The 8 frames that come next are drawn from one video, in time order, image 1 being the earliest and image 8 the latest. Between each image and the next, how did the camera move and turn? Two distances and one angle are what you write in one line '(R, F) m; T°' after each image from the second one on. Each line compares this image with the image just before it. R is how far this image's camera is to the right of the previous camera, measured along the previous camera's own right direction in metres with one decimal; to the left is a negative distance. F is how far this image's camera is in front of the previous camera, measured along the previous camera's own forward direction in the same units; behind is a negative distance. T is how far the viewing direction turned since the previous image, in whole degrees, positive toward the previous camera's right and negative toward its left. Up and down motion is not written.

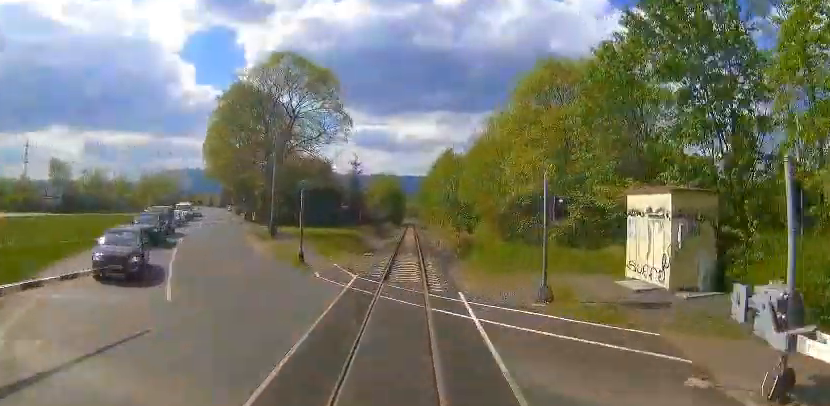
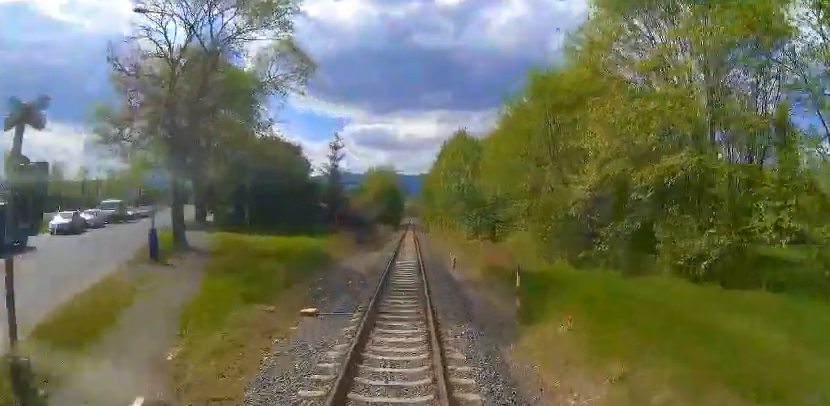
(-0.5, +15.8) m; -2°
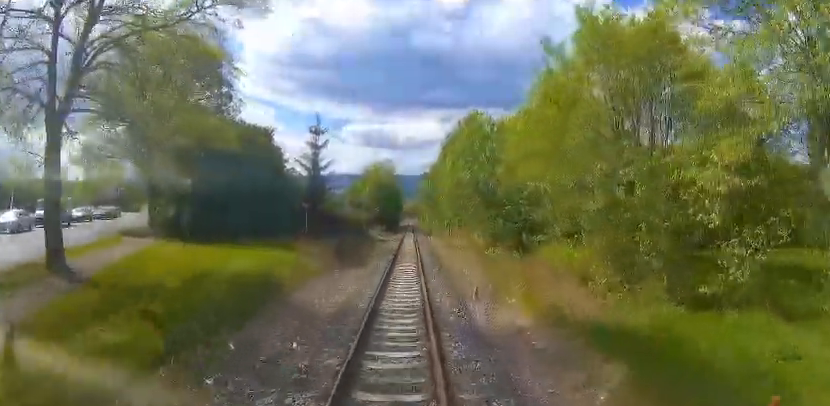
(-0.1, +9.1) m; 0°
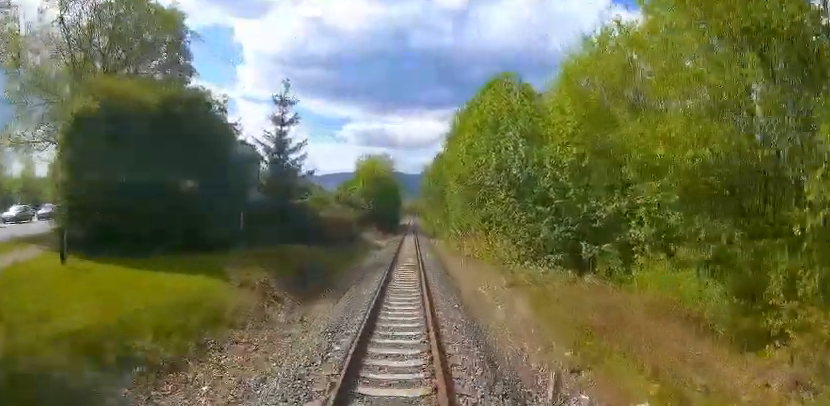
(0.0, +9.4) m; 0°
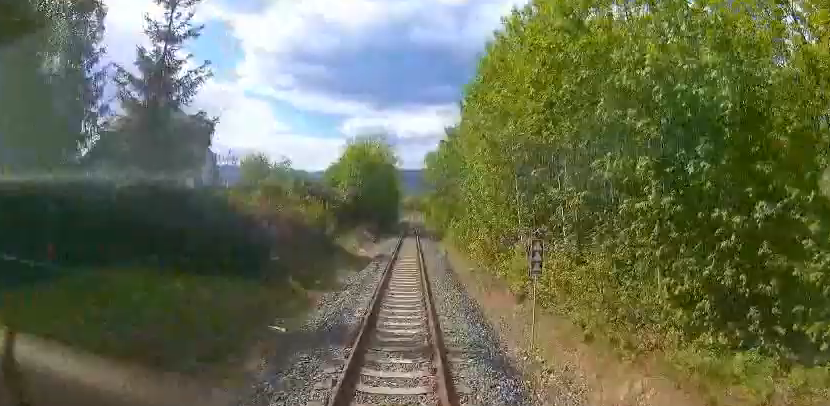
(0.0, +13.7) m; 0°
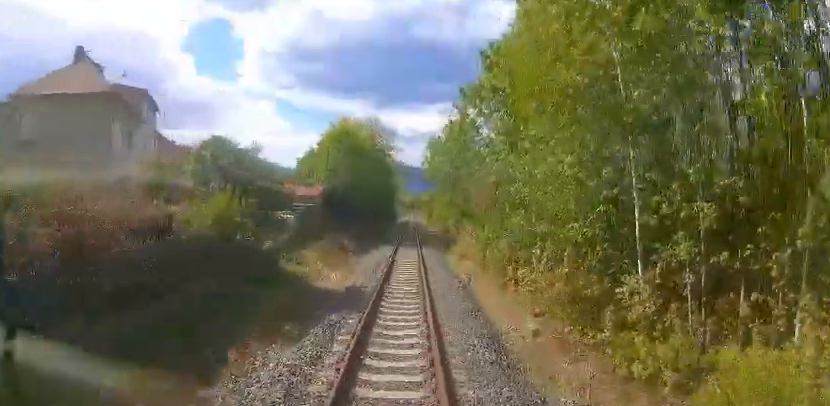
(0.0, +11.9) m; 0°
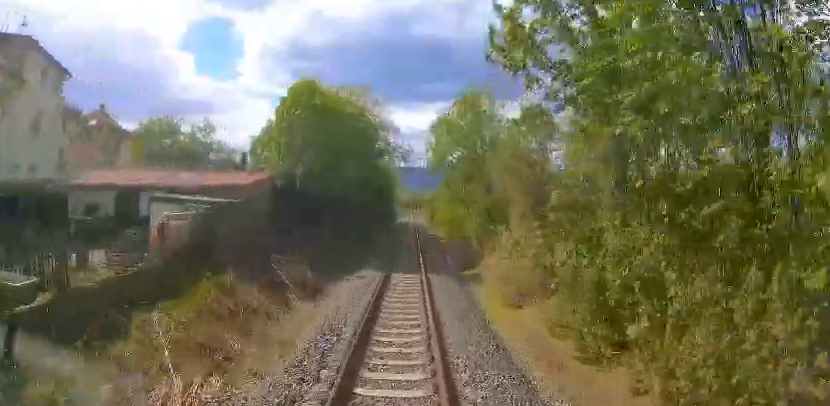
(0.0, +12.7) m; 0°
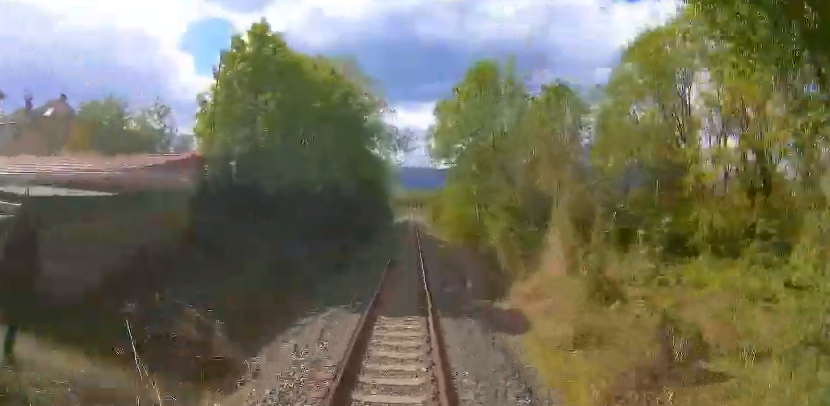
(0.0, +7.6) m; 0°
